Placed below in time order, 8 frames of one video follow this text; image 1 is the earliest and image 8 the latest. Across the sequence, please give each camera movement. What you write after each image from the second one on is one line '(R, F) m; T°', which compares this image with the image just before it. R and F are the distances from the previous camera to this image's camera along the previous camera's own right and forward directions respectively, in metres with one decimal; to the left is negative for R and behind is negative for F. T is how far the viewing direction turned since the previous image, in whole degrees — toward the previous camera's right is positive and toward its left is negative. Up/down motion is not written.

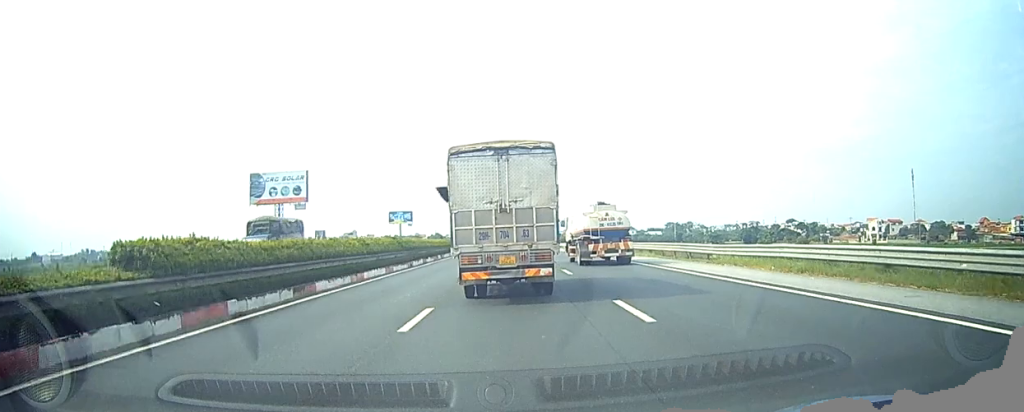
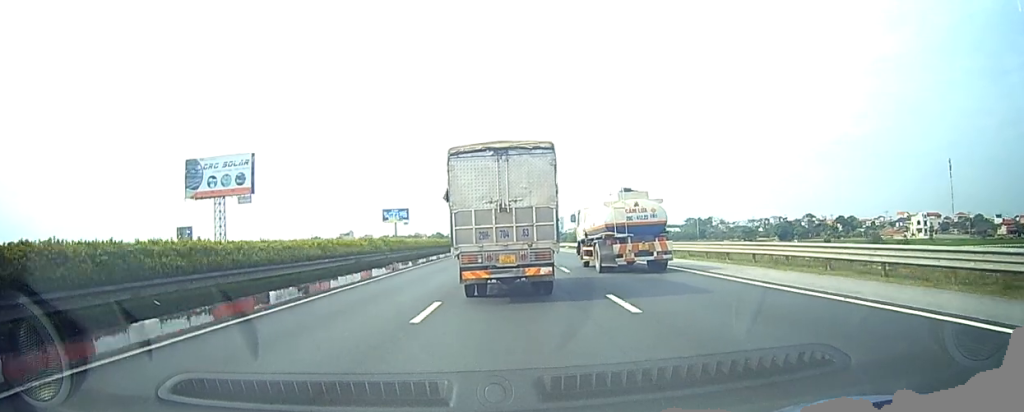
(-0.2, +38.0) m; -1°
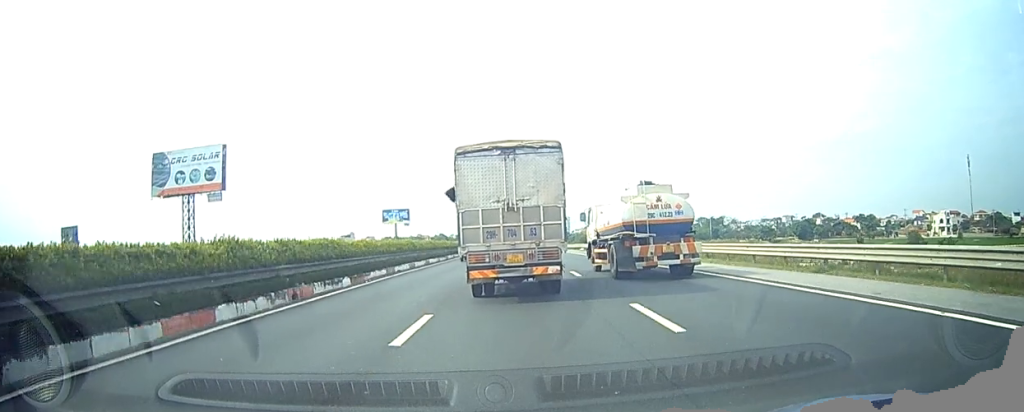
(-0.1, +15.0) m; 0°
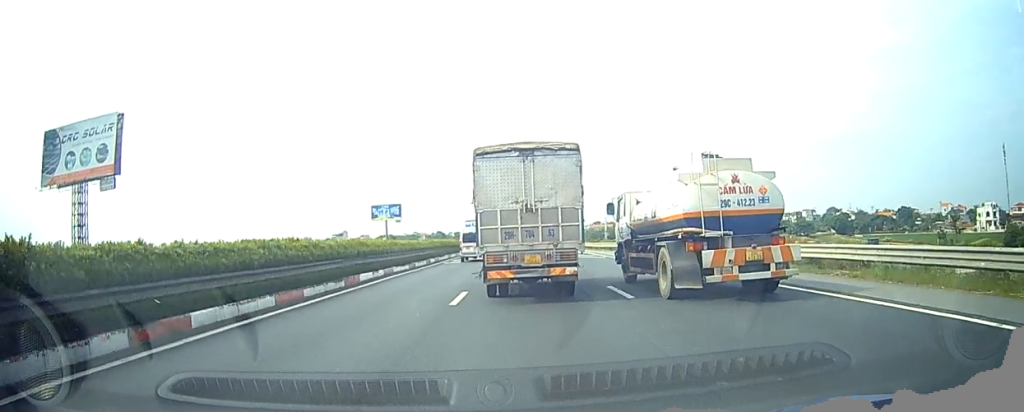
(+0.1, +33.4) m; 0°
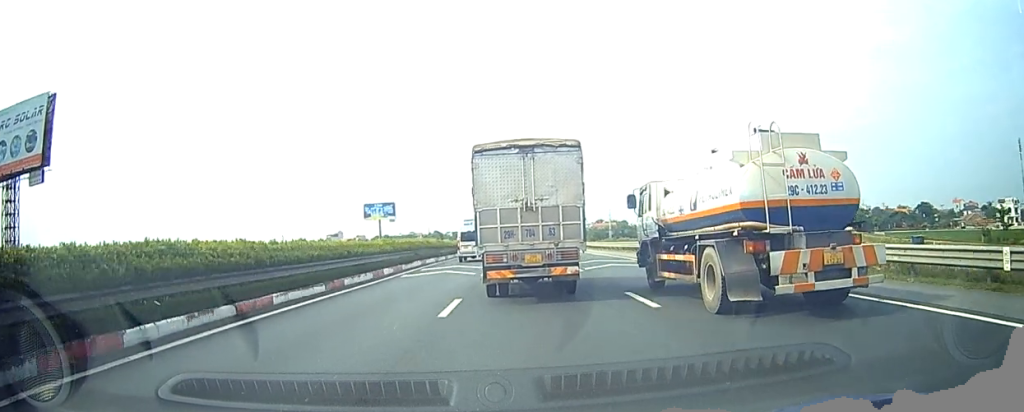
(0.0, +15.5) m; 0°
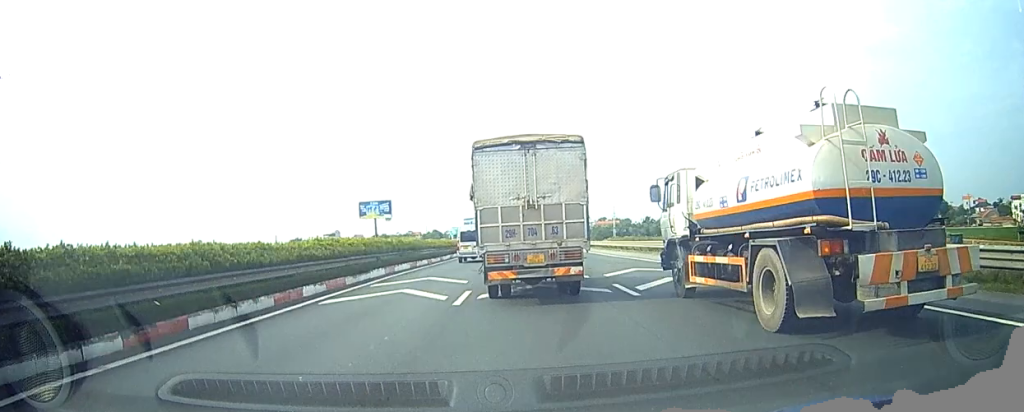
(0.0, +10.2) m; 0°
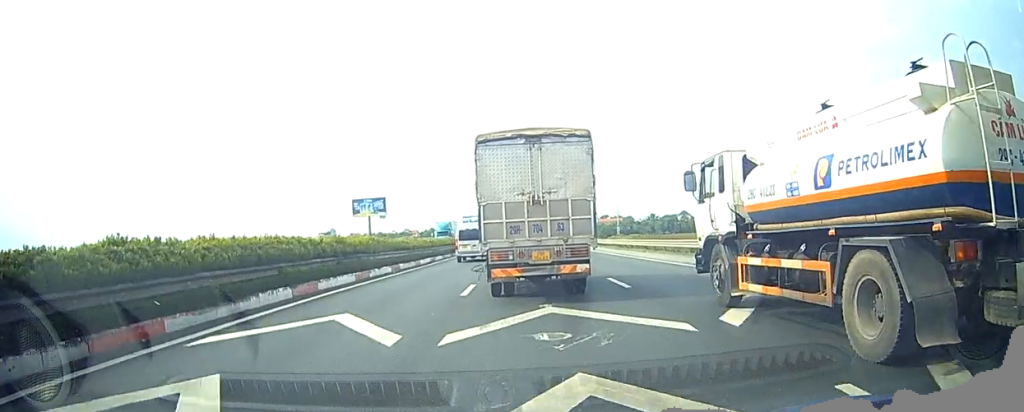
(0.0, +11.2) m; 0°
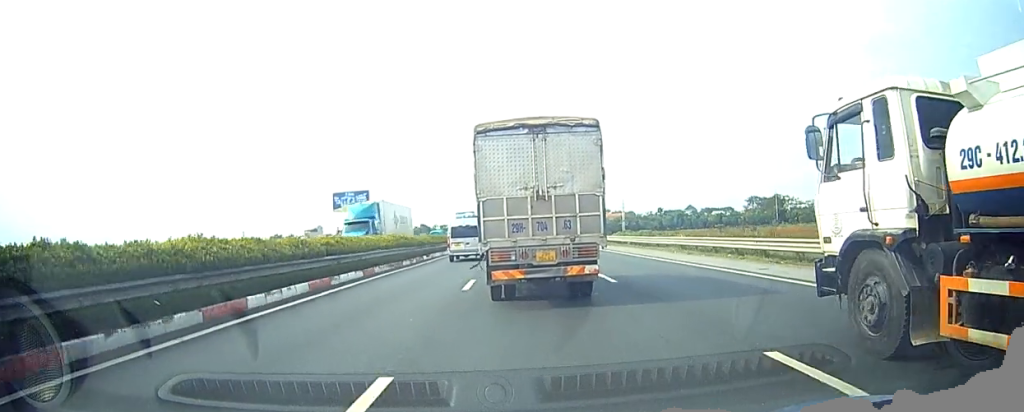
(-0.2, +23.5) m; -1°
